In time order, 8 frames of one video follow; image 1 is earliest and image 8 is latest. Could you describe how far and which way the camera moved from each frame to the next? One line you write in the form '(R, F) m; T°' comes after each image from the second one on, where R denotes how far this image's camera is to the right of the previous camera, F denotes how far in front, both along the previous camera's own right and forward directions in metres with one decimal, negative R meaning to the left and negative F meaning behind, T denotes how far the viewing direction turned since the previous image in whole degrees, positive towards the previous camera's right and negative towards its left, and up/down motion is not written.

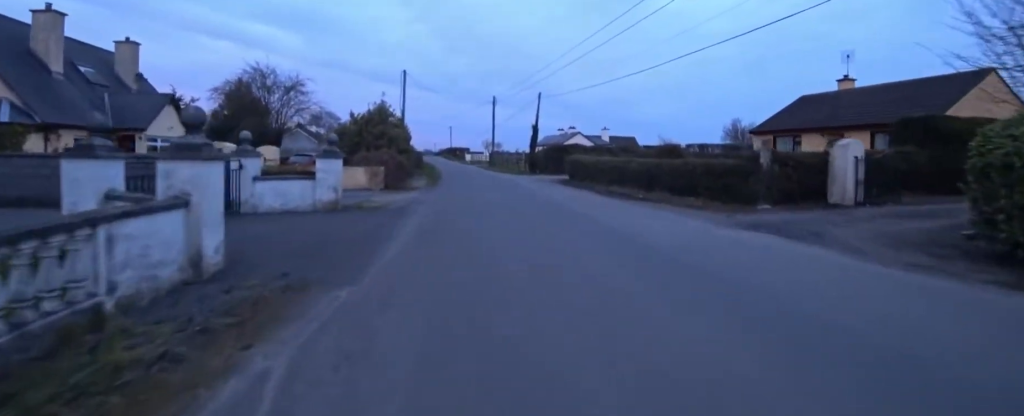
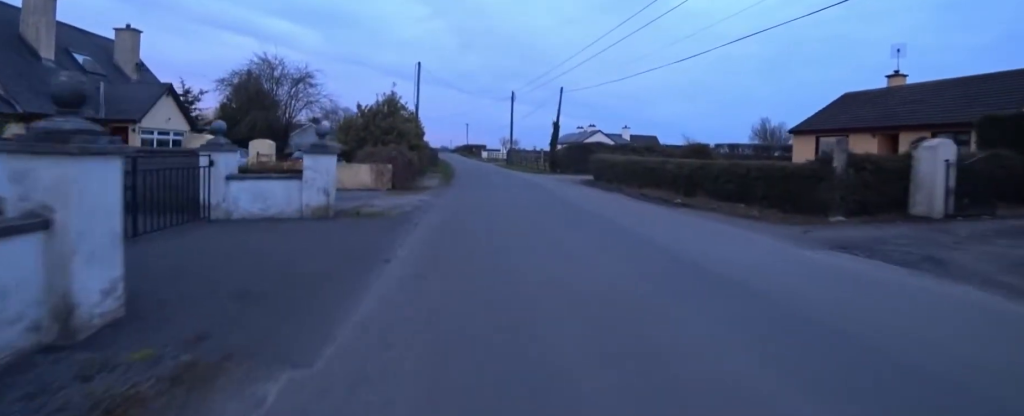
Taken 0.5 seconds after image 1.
(-0.6, +1.9) m; 0°
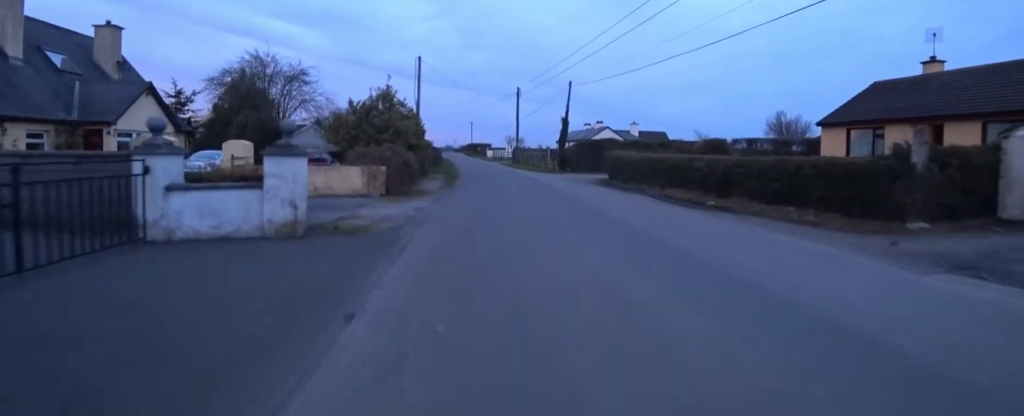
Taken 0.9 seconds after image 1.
(-0.1, +1.9) m; 0°
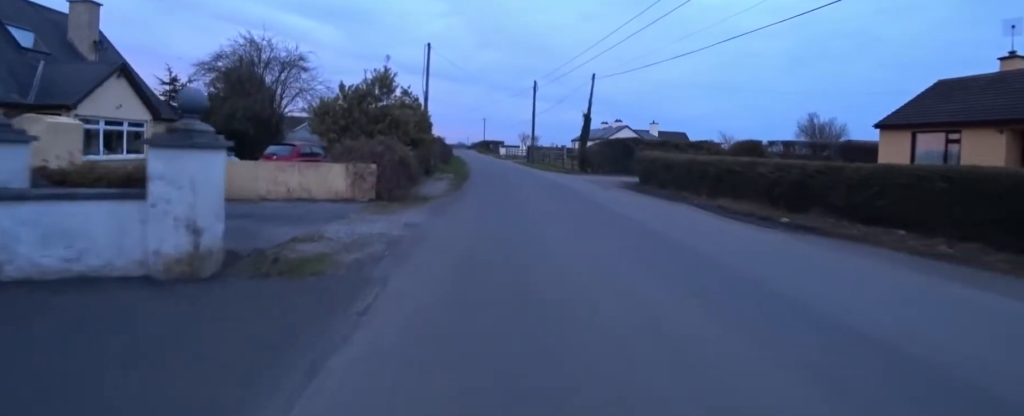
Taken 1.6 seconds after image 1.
(+0.9, +2.7) m; 0°
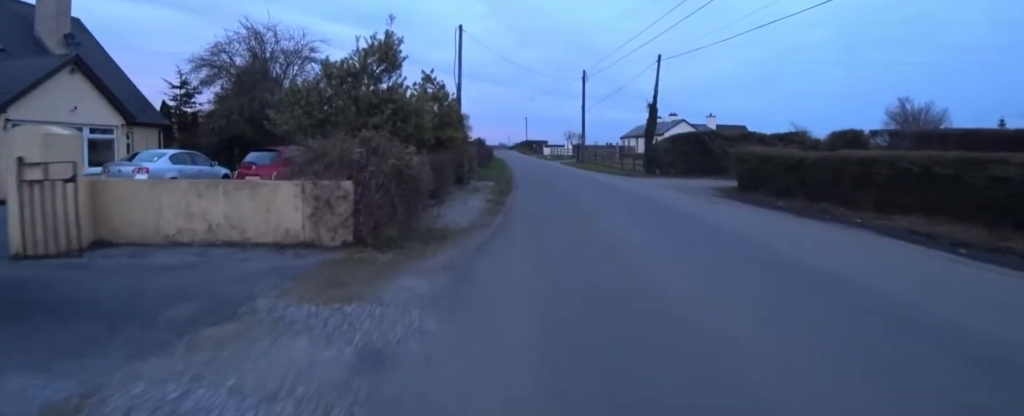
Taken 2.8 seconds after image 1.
(-1.1, +4.8) m; 0°
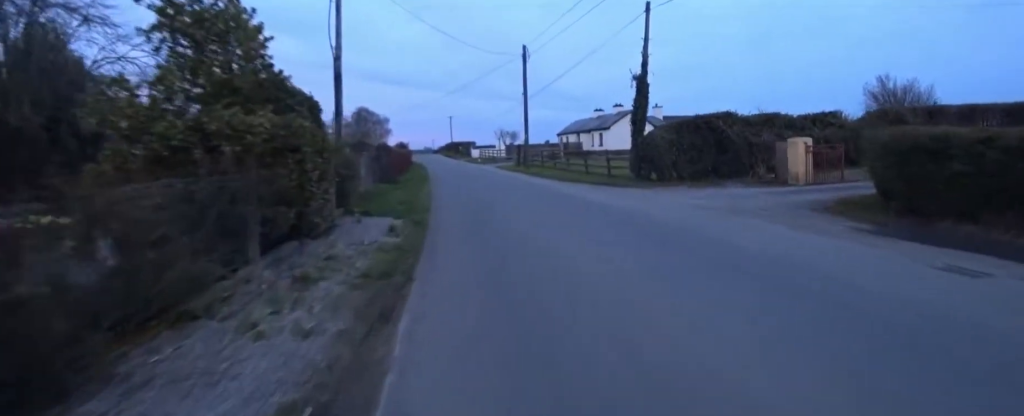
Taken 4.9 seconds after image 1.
(+0.1, +8.8) m; 0°
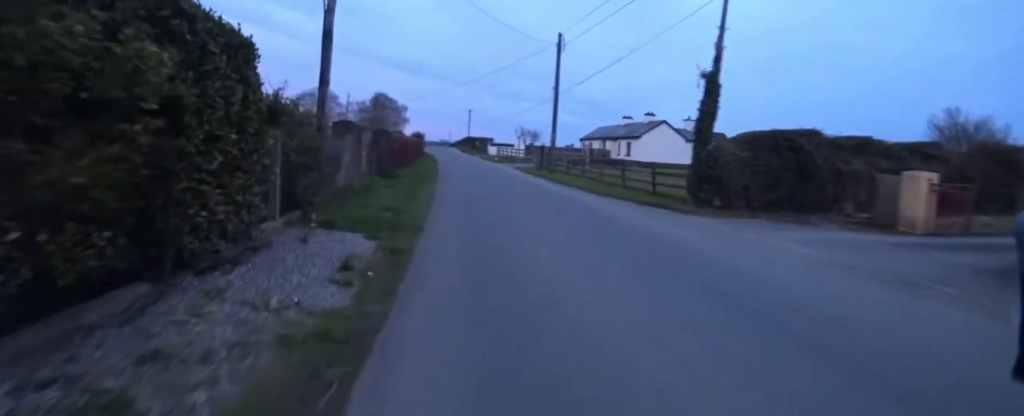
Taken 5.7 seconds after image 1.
(+1.0, +3.1) m; 0°
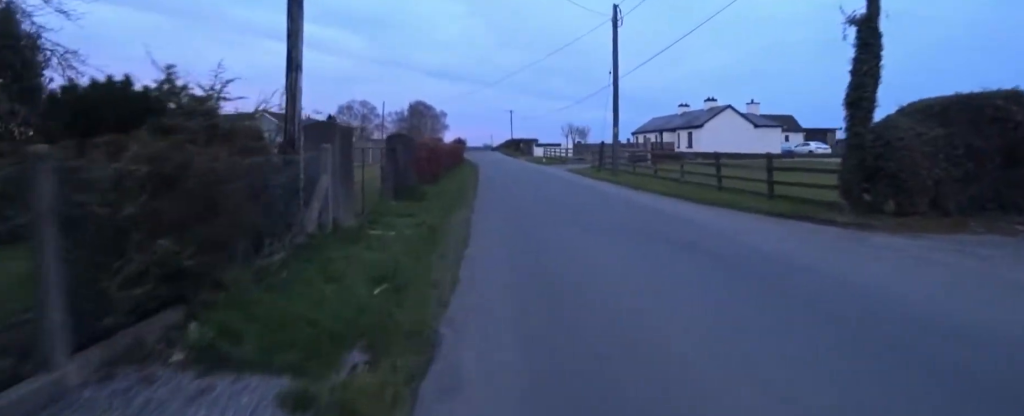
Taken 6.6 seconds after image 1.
(-1.1, +4.0) m; -15°
